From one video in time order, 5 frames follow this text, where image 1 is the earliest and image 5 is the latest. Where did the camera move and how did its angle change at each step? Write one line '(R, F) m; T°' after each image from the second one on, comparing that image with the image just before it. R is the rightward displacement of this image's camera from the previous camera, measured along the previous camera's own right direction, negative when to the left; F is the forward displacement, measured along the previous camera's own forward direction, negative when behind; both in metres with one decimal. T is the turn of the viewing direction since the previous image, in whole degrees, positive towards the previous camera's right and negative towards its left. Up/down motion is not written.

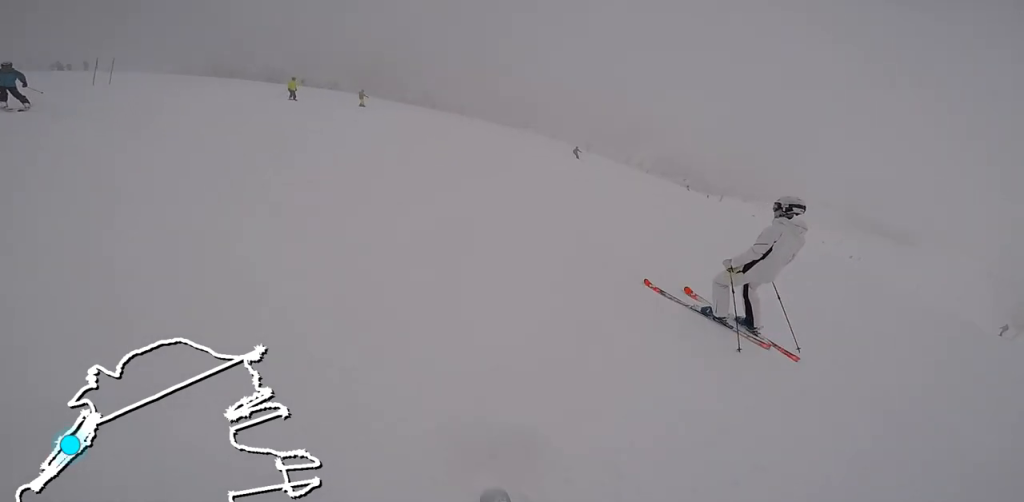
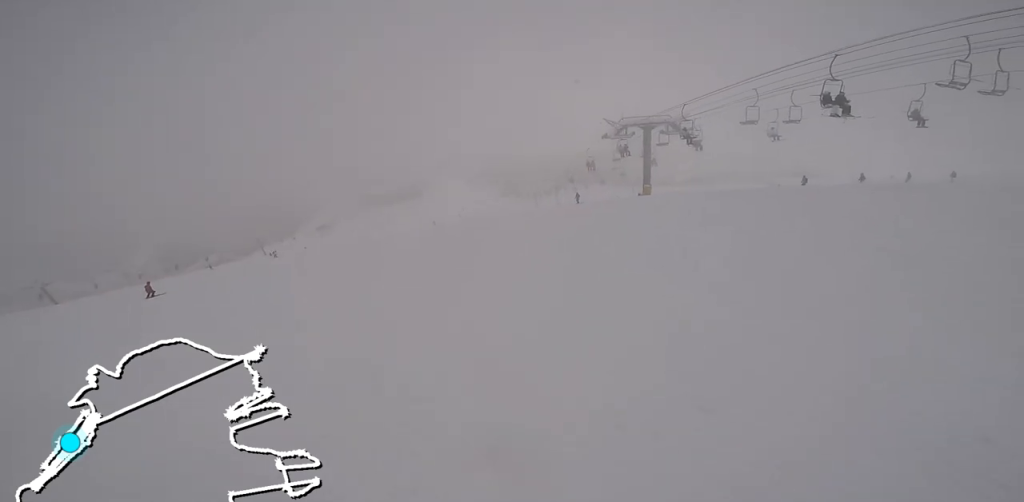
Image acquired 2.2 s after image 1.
(+5.2, +14.9) m; +48°
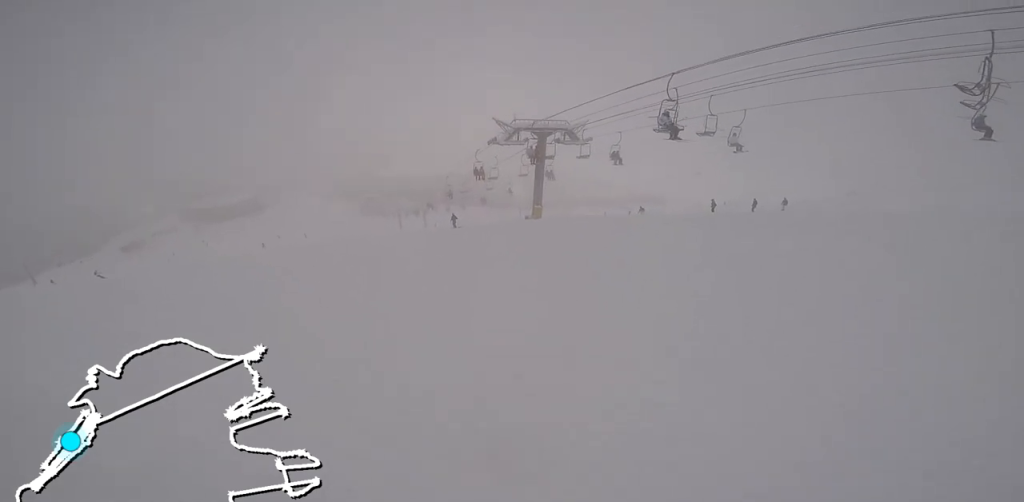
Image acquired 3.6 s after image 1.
(+3.3, +10.5) m; +15°
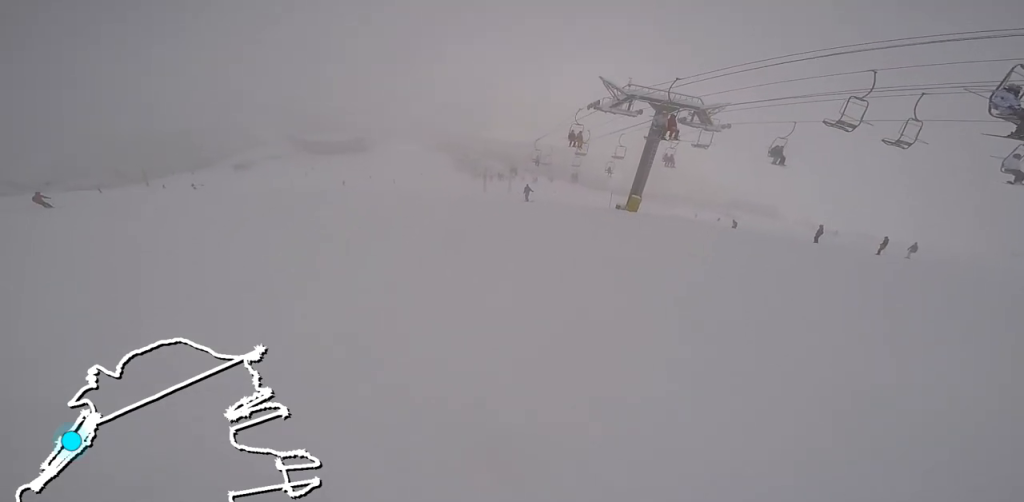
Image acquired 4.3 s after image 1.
(-0.3, +6.4) m; -10°
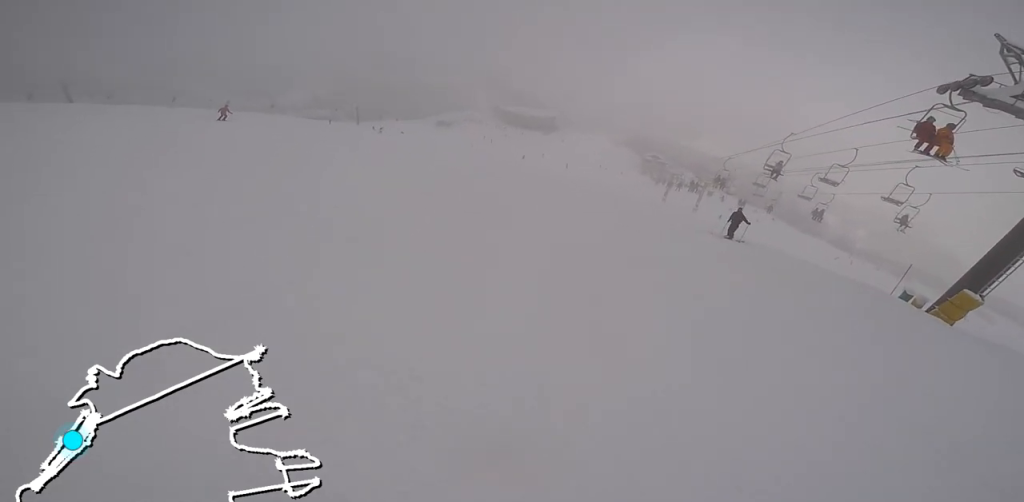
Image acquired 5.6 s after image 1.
(-2.4, +11.4) m; -10°
